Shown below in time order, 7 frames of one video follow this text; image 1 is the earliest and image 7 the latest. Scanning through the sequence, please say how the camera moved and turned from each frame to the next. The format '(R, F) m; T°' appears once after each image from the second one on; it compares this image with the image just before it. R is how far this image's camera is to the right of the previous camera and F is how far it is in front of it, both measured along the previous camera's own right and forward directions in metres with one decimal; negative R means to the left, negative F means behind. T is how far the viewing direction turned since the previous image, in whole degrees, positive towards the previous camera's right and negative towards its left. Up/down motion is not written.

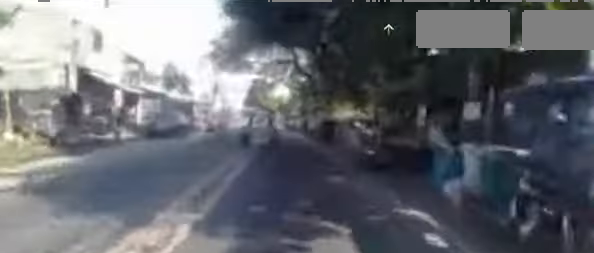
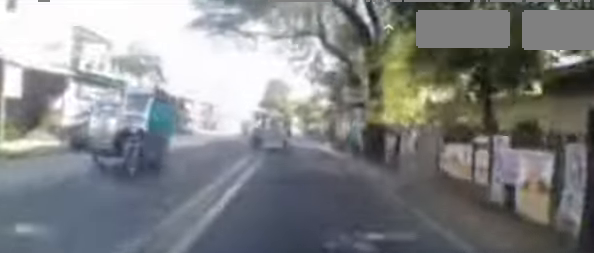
(+0.1, +7.8) m; 0°
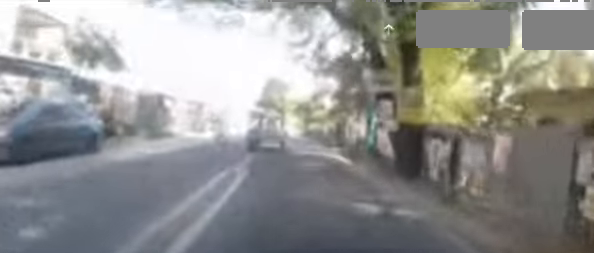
(-0.1, +4.2) m; 0°
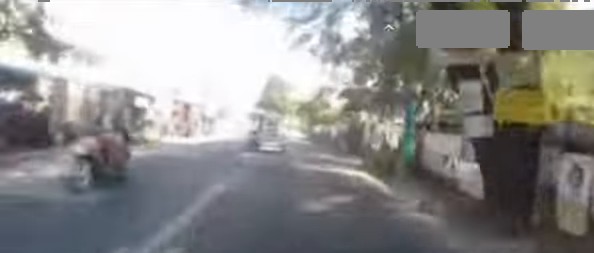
(0.0, +3.8) m; 0°
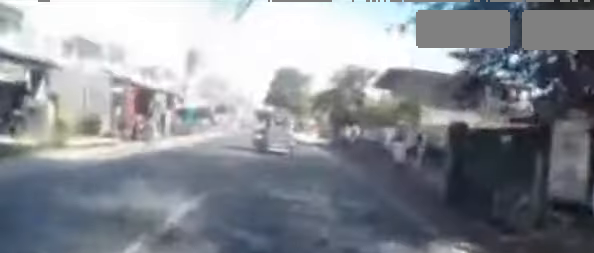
(0.0, +9.8) m; -3°
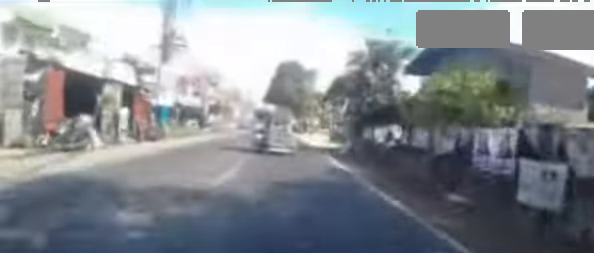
(-0.1, +5.1) m; -1°
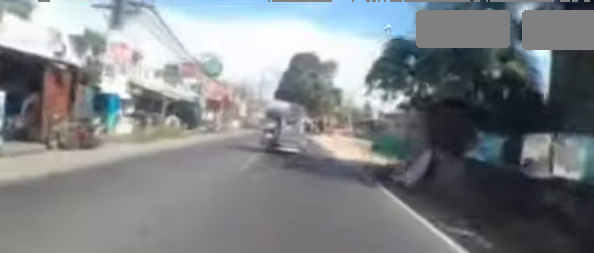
(0.0, +7.0) m; 0°
